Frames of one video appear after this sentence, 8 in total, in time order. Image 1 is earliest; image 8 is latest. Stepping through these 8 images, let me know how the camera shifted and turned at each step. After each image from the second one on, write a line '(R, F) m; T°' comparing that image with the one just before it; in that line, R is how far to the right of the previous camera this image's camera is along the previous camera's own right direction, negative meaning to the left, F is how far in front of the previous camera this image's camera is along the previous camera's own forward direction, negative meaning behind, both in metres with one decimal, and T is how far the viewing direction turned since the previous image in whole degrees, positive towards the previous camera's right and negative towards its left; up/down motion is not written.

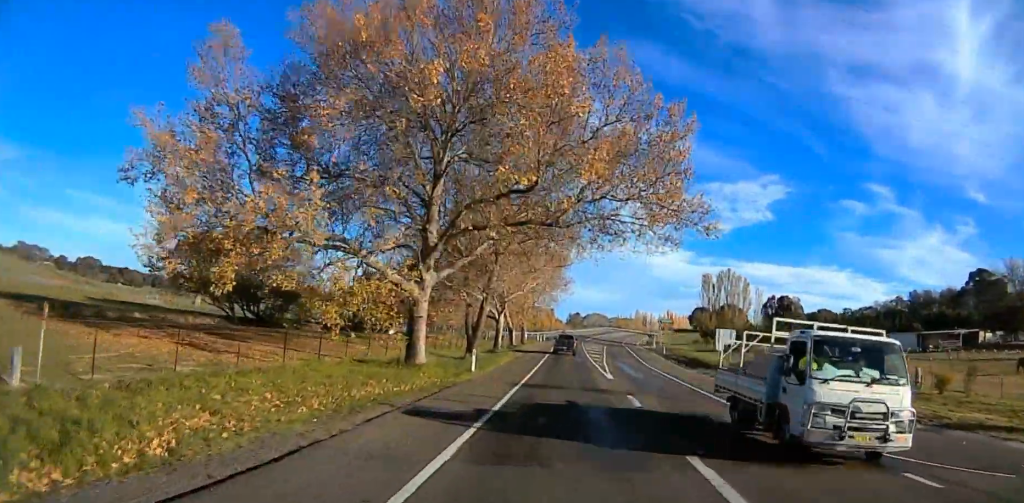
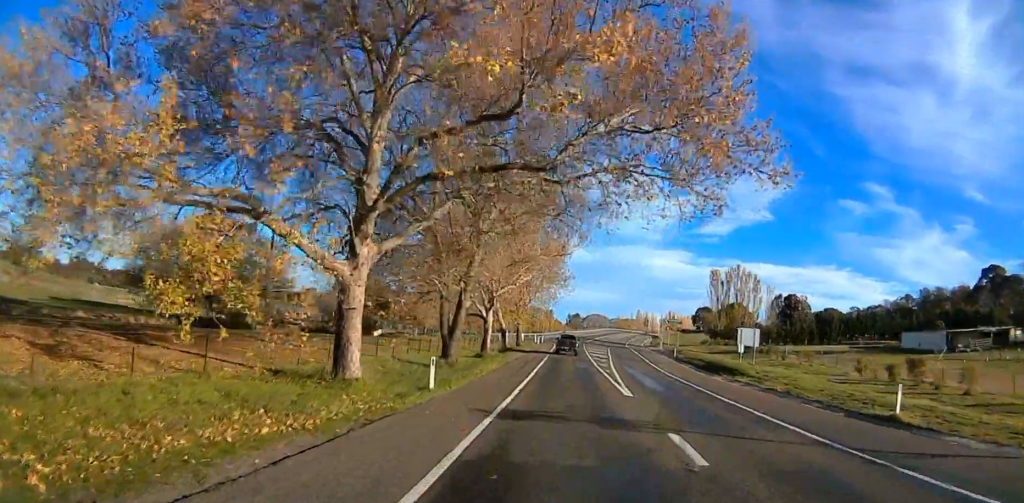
(0.0, +10.1) m; 0°
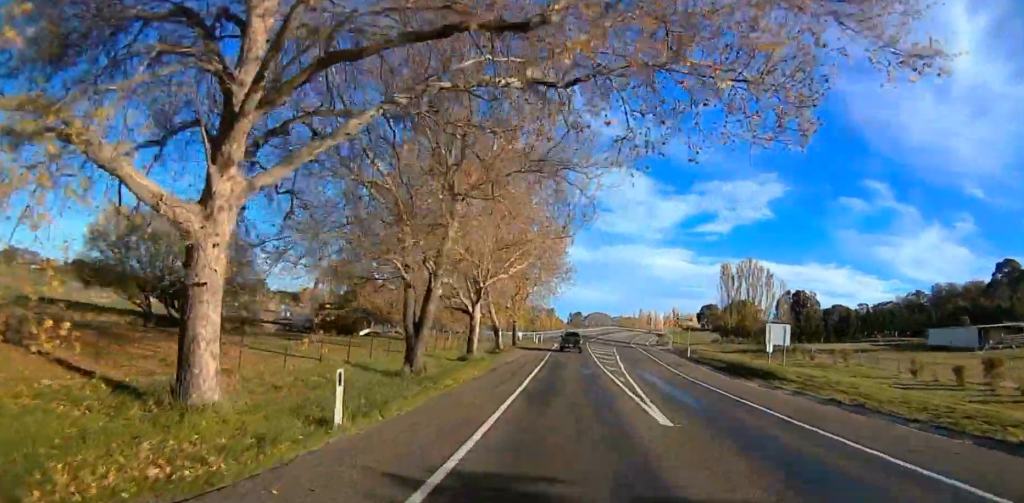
(-0.1, +9.2) m; 0°
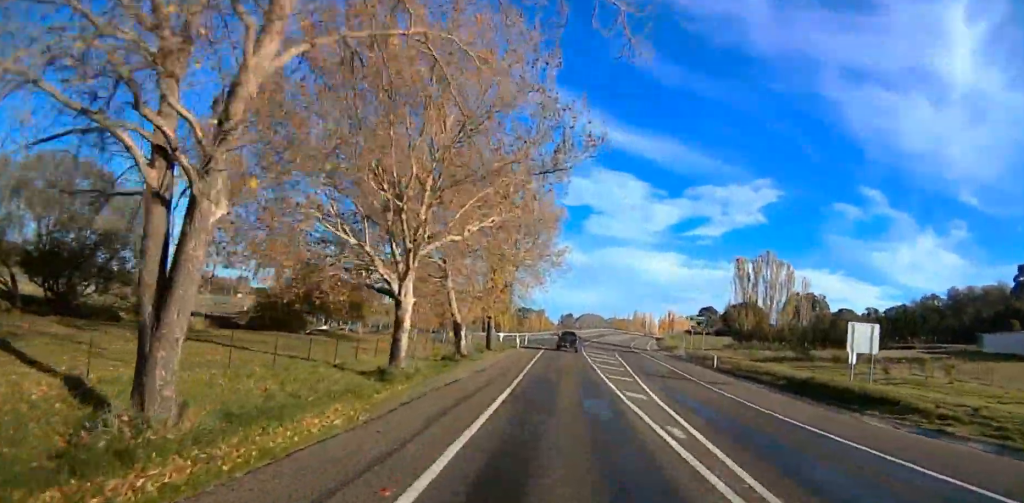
(0.0, +18.1) m; 0°
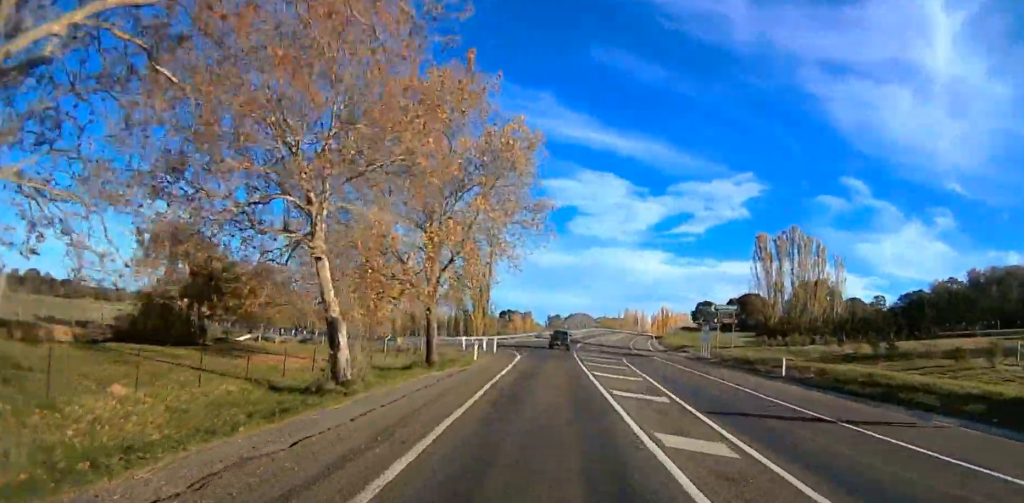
(0.0, +20.9) m; 0°
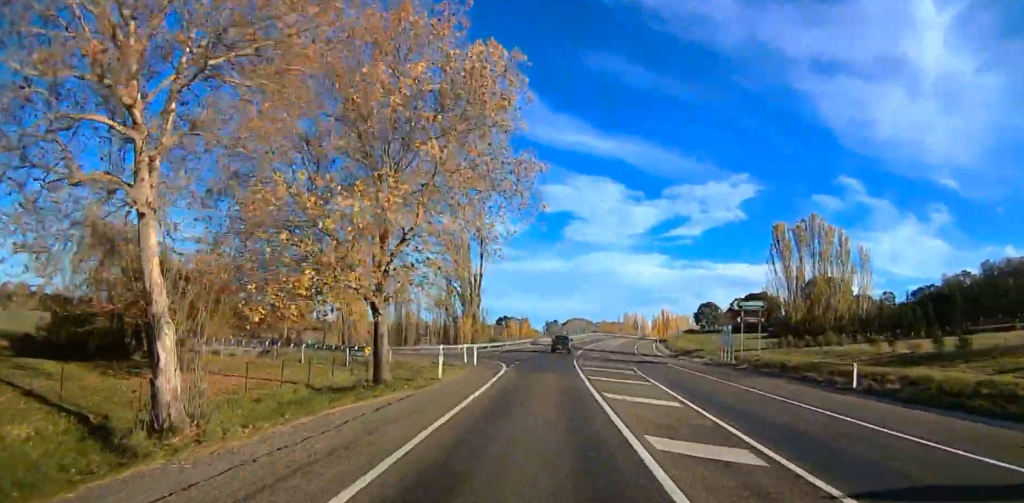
(0.0, +9.3) m; 0°
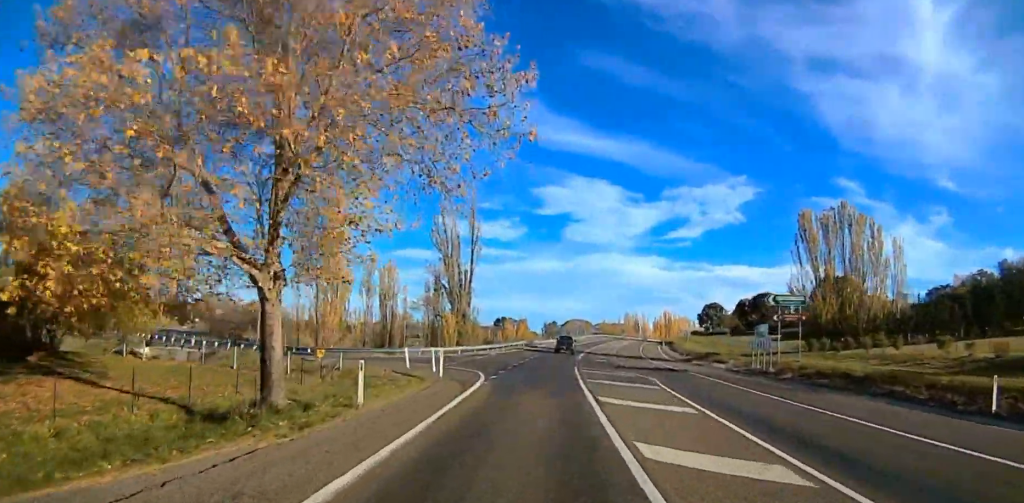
(0.0, +9.6) m; 0°
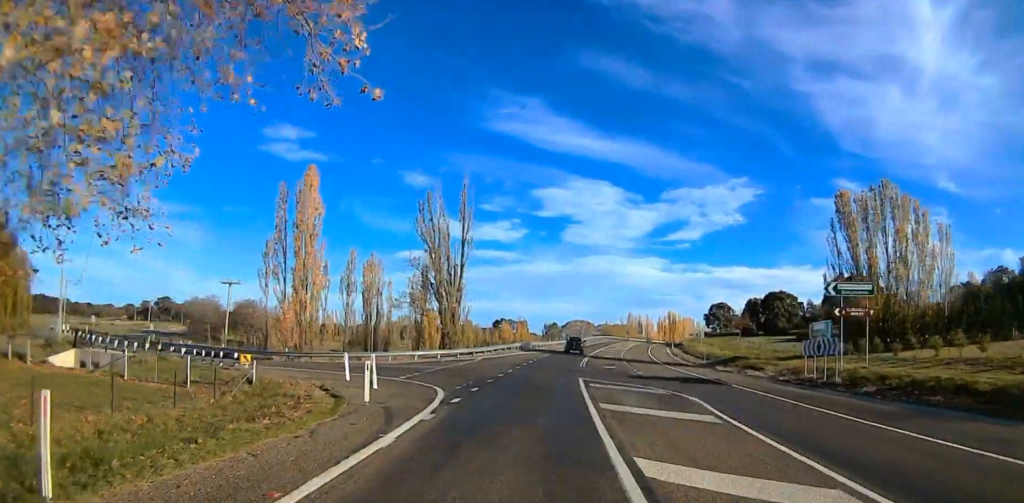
(0.0, +10.3) m; 0°
